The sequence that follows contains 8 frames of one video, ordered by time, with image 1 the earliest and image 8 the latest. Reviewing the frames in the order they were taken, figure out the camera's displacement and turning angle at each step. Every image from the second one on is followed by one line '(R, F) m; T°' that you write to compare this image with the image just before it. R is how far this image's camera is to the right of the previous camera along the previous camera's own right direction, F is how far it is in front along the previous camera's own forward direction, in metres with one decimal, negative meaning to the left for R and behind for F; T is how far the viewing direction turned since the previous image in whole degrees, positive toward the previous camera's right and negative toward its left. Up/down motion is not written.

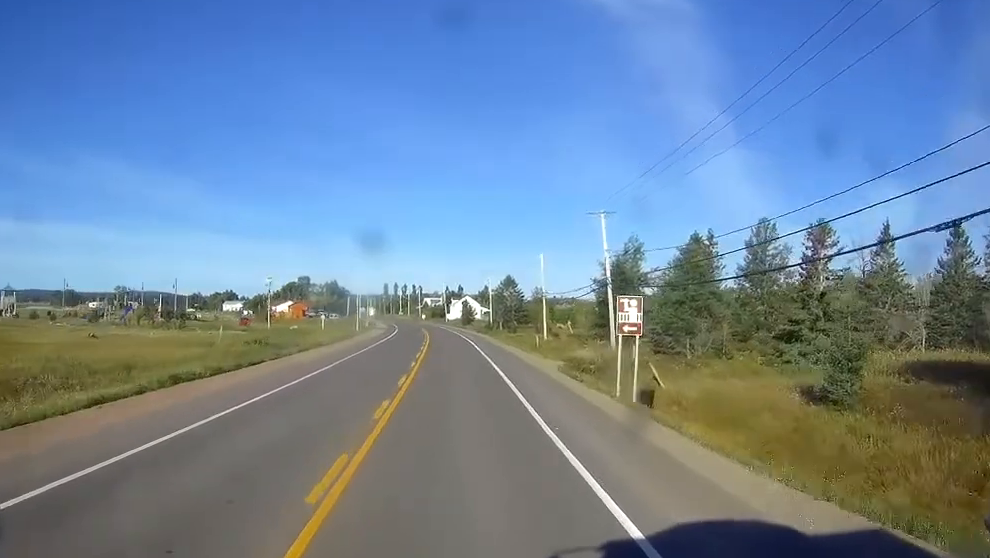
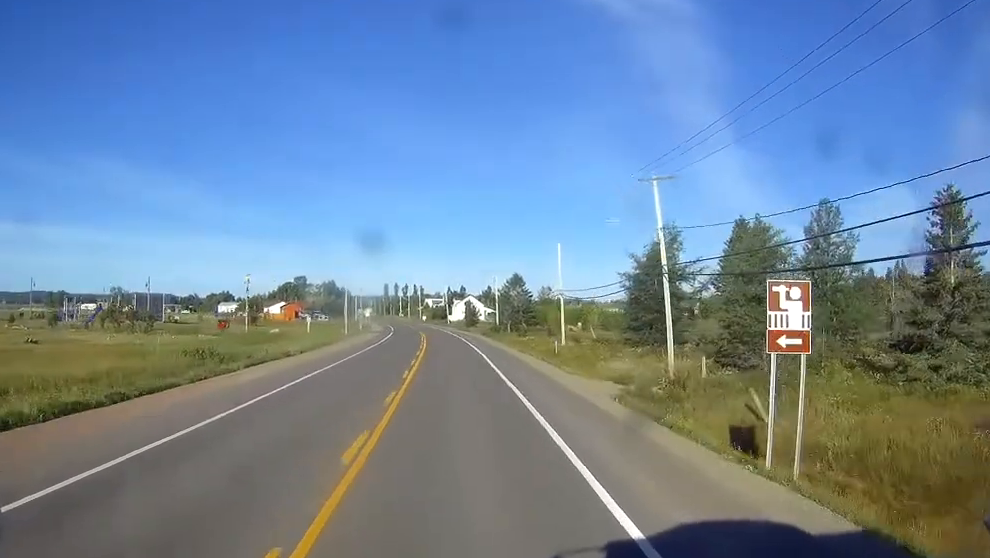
(-0.1, +14.7) m; 0°
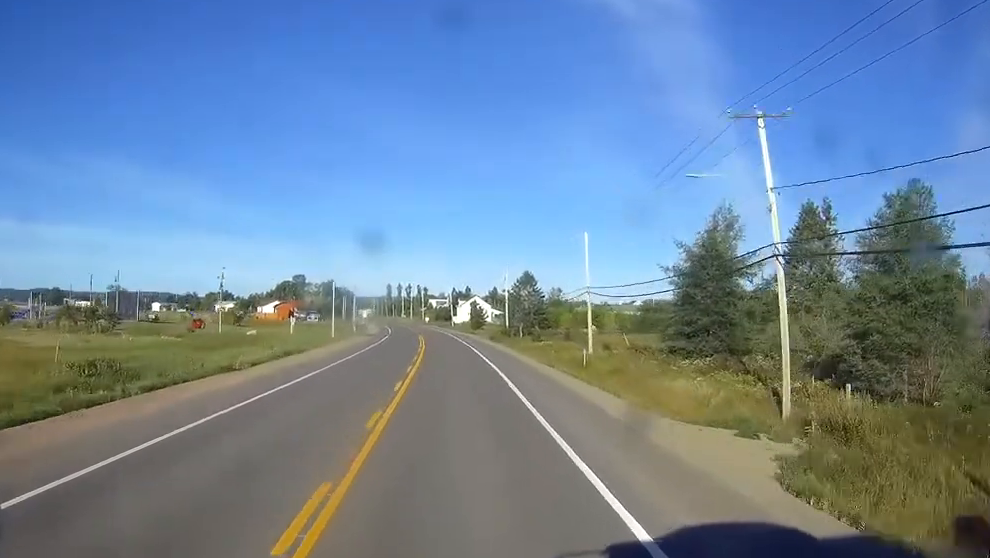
(-0.1, +14.8) m; 0°
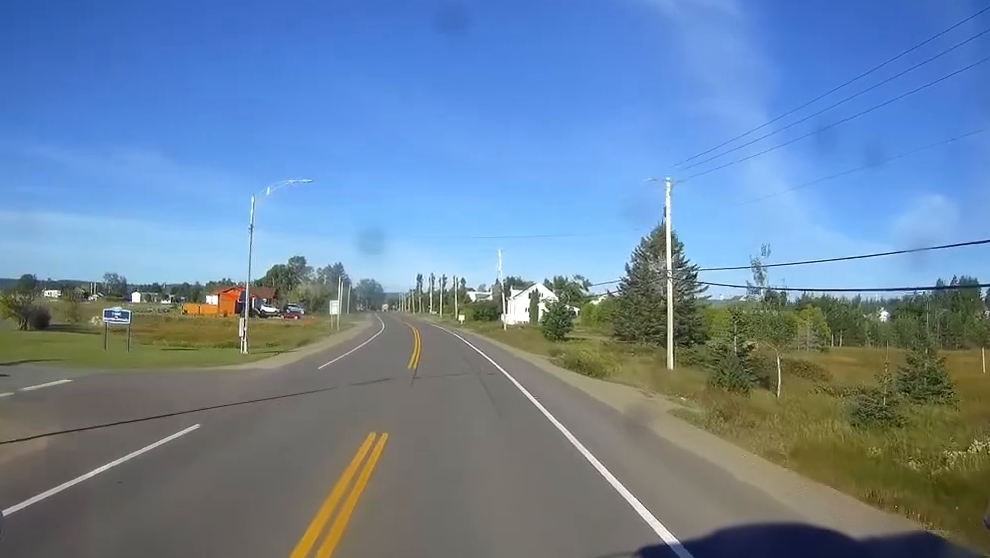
(-1.0, +82.6) m; -2°
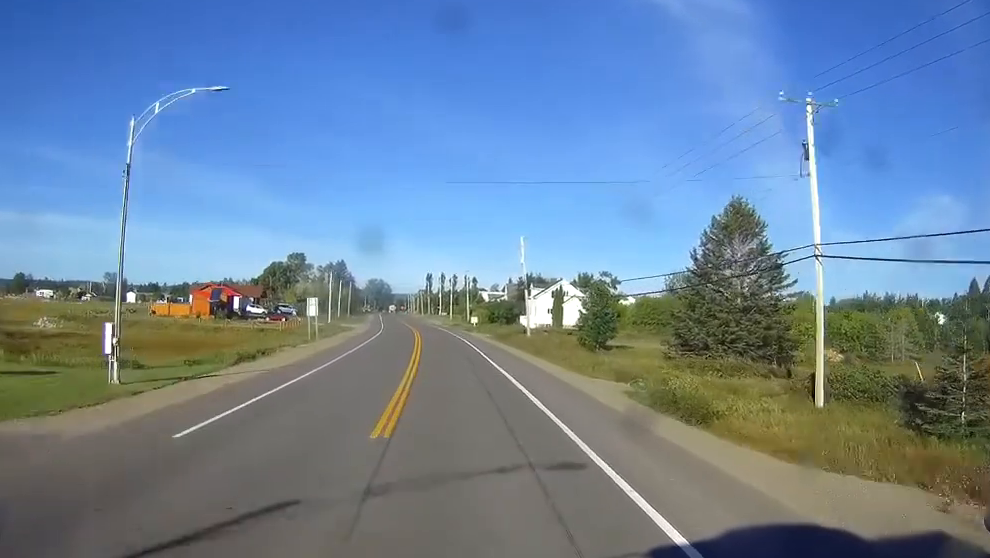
(-0.2, +19.1) m; -1°
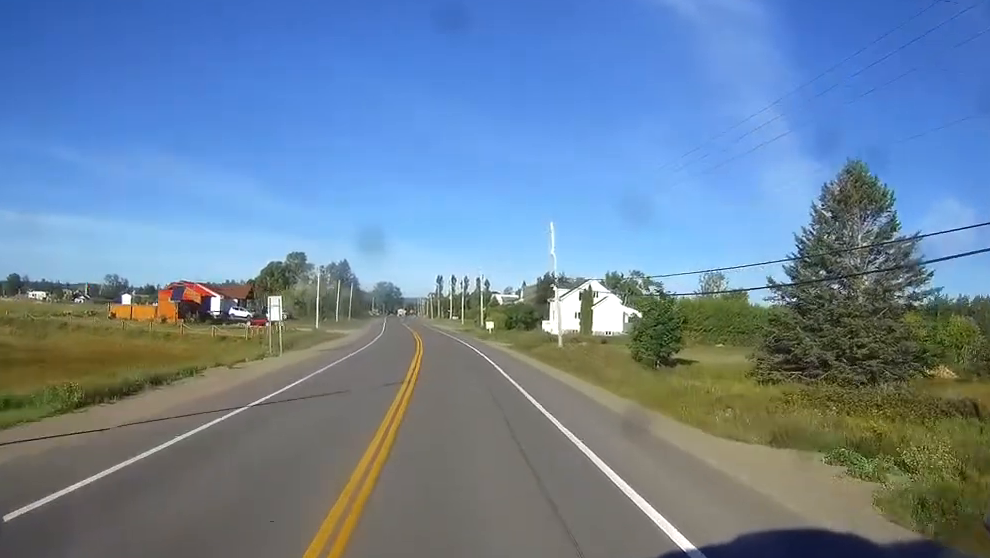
(-0.1, +17.6) m; 0°
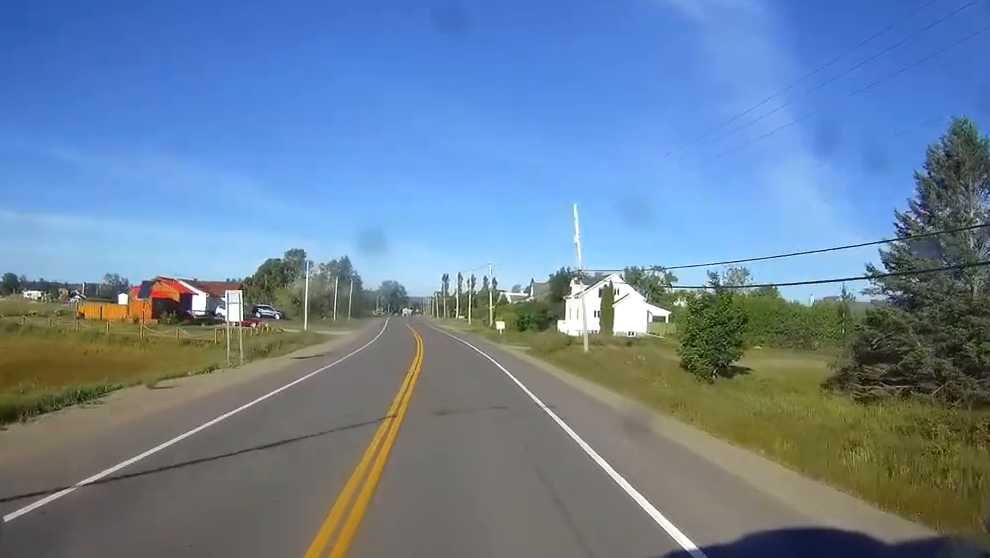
(0.0, +10.4) m; 0°
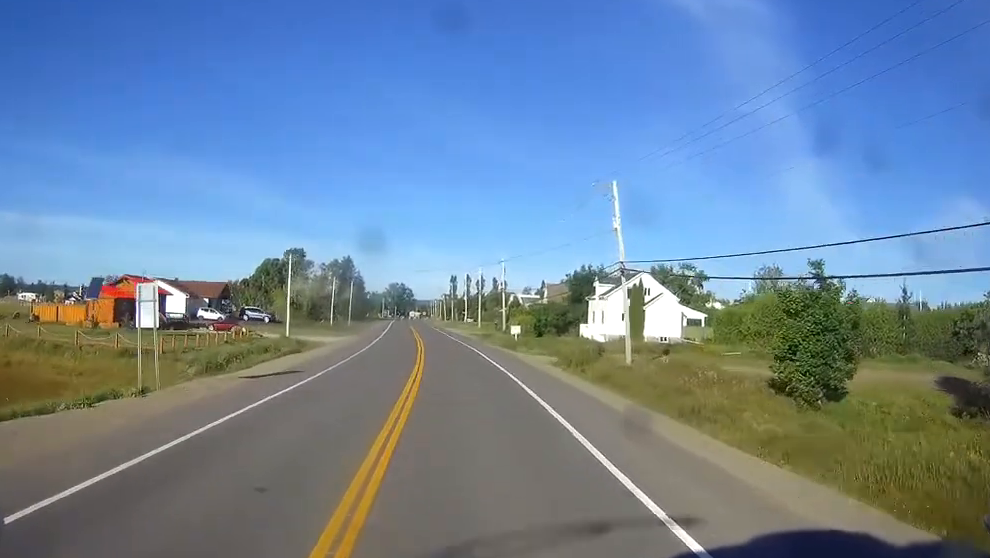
(0.0, +12.0) m; 0°
